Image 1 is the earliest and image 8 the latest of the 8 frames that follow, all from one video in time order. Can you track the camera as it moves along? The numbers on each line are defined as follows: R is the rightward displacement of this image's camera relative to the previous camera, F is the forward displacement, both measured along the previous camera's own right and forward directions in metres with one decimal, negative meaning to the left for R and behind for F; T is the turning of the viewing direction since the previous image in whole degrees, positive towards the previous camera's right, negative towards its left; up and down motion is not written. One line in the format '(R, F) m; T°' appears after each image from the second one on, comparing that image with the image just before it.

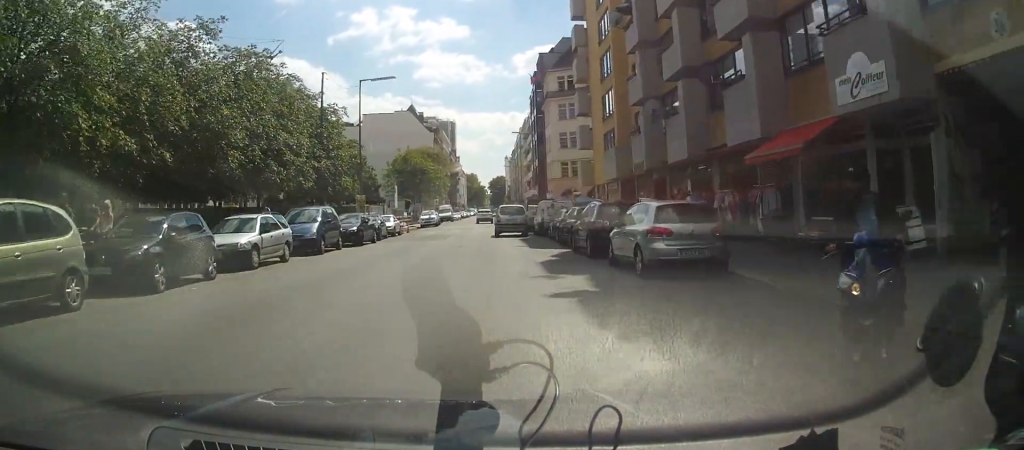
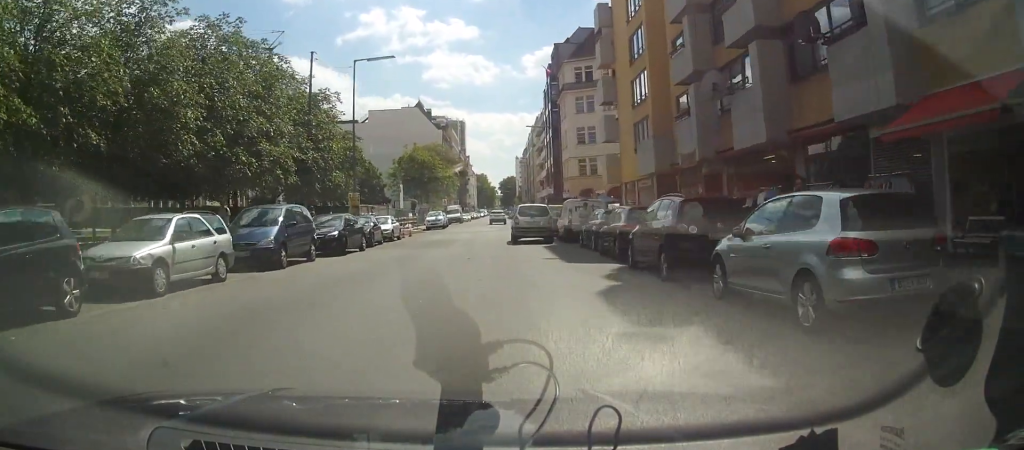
(0.0, +5.8) m; 0°
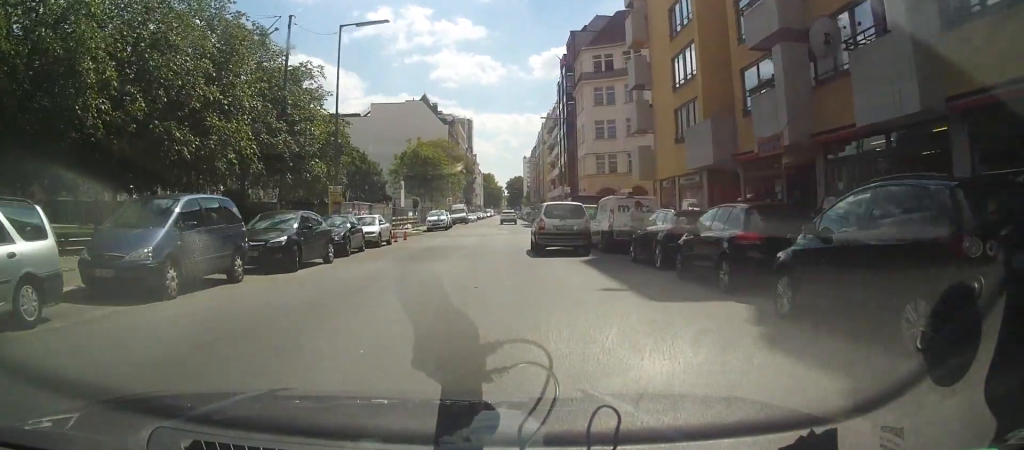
(0.0, +6.8) m; 0°
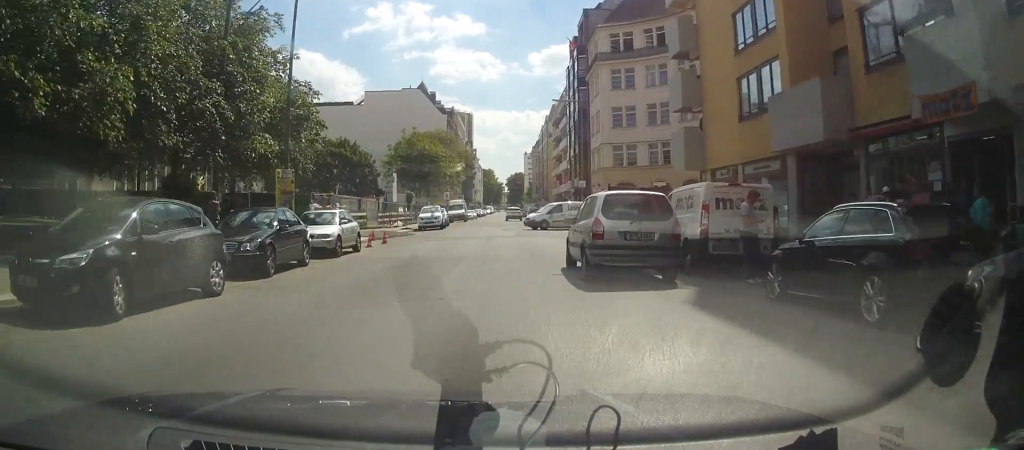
(0.0, +8.3) m; 0°
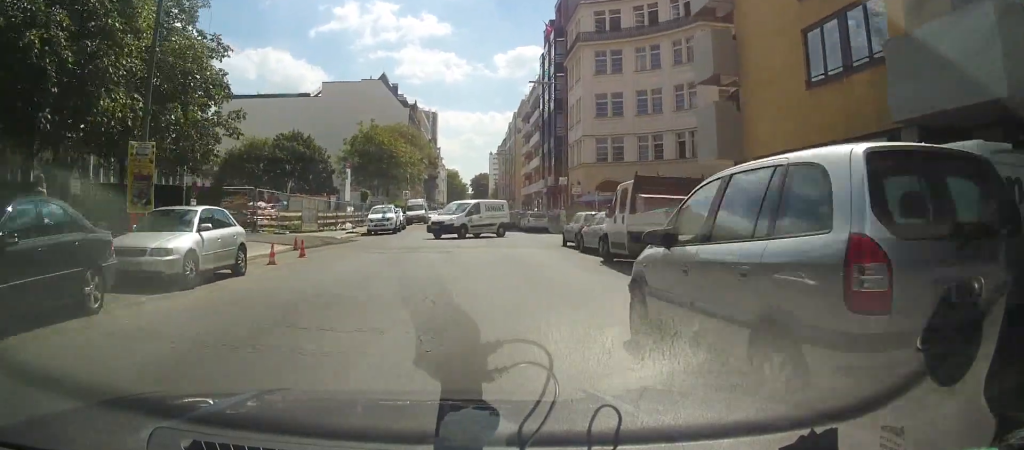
(0.0, +8.2) m; +2°
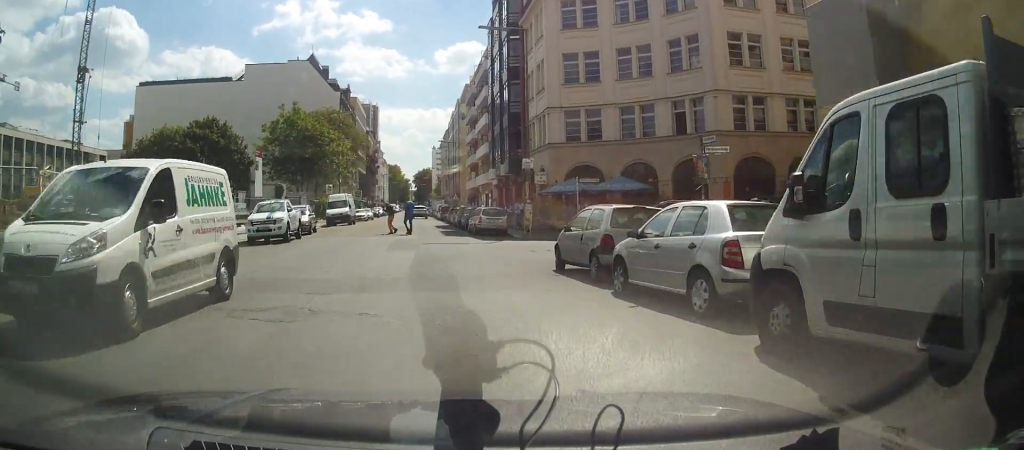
(+0.4, +12.5) m; +4°
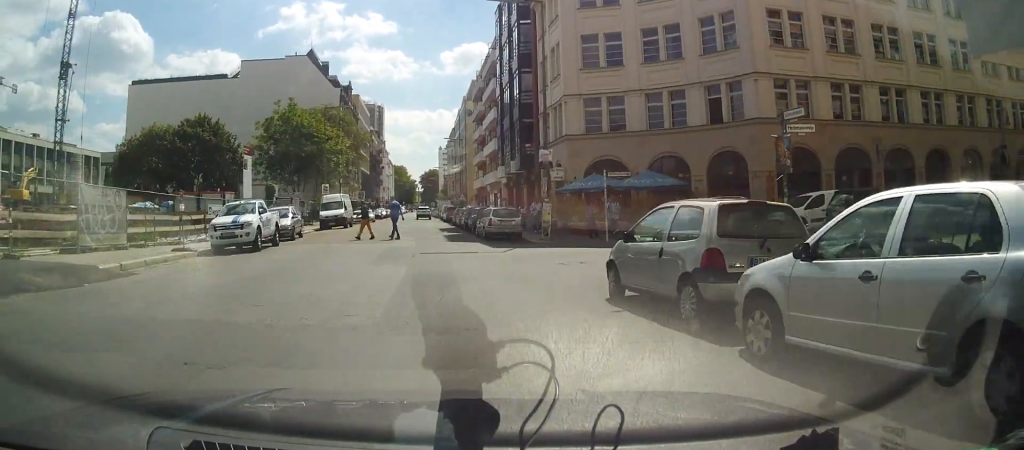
(+0.2, +4.6) m; 0°
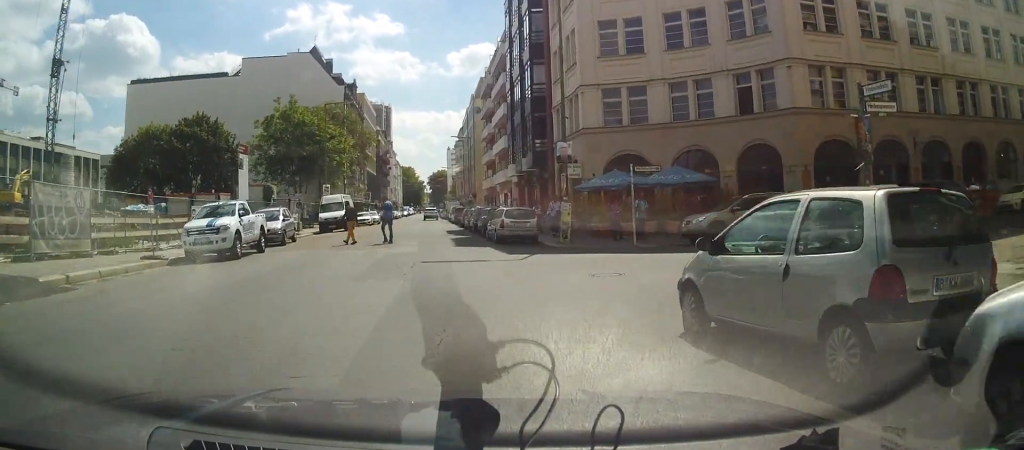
(+0.1, +2.9) m; 0°
